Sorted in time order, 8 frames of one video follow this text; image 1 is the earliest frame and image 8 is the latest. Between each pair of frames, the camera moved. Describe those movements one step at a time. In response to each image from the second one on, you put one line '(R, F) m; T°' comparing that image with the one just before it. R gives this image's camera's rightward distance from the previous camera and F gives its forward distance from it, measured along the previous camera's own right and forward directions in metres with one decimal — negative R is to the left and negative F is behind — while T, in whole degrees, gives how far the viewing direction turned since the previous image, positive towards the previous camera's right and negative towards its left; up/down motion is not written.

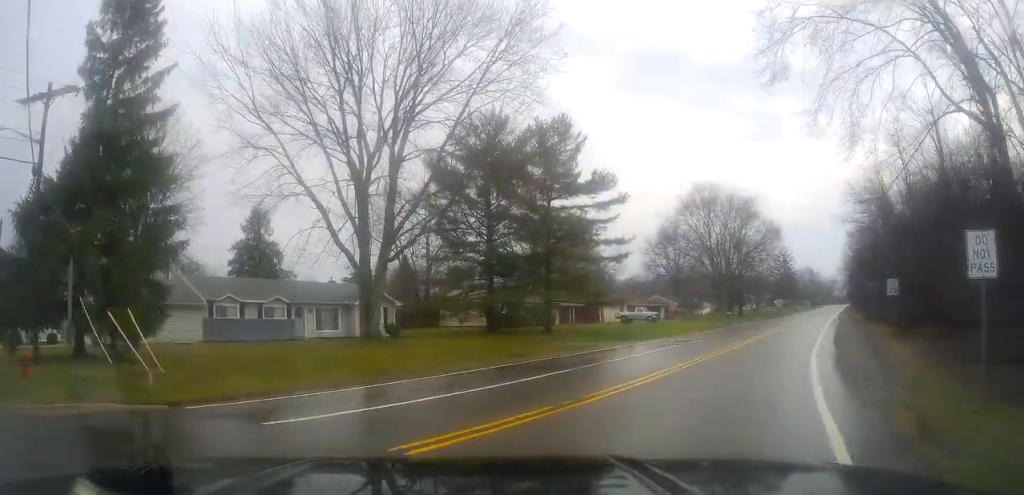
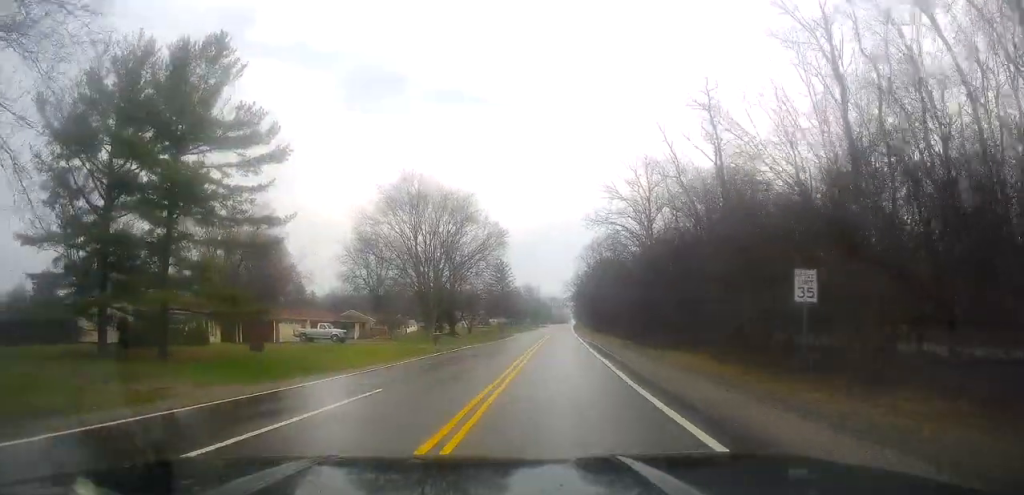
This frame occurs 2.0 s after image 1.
(+4.0, +13.4) m; +27°
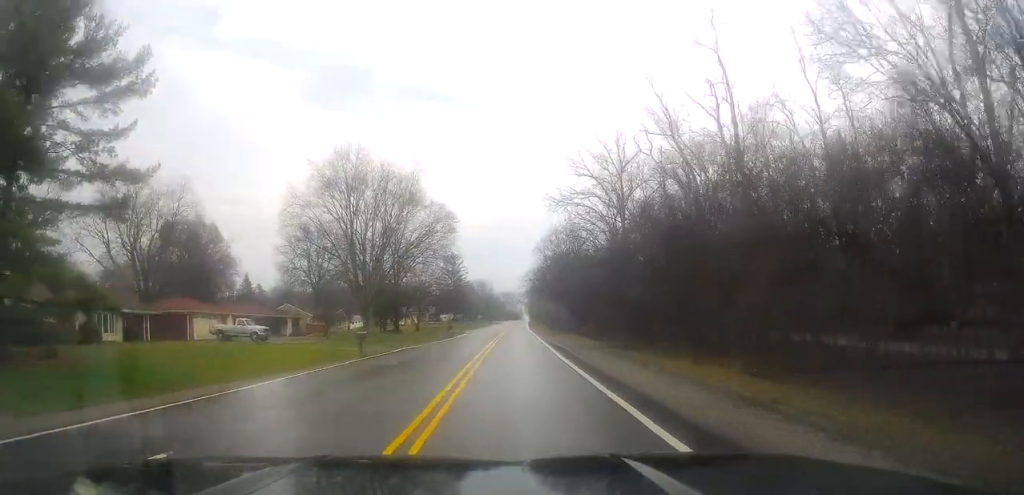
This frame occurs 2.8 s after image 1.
(+0.6, +8.1) m; +7°
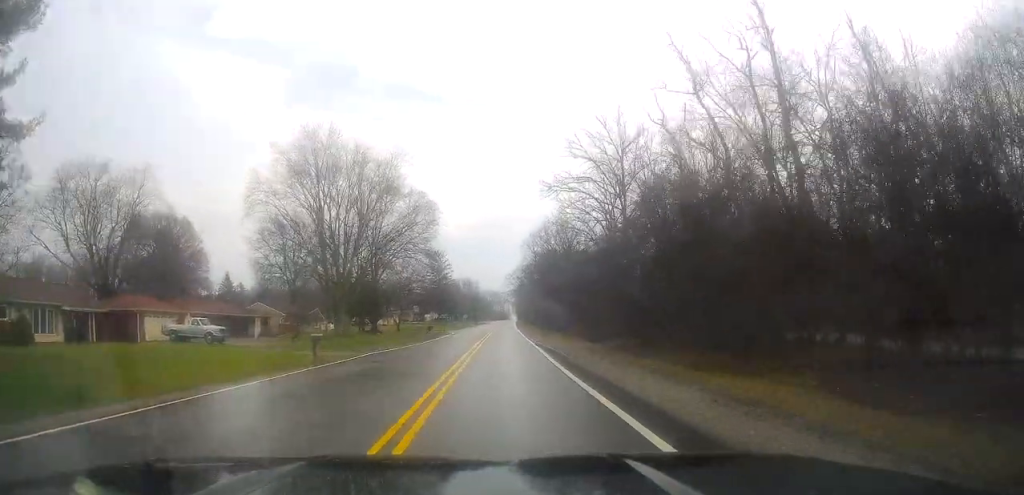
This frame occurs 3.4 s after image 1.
(+0.1, +5.5) m; +3°
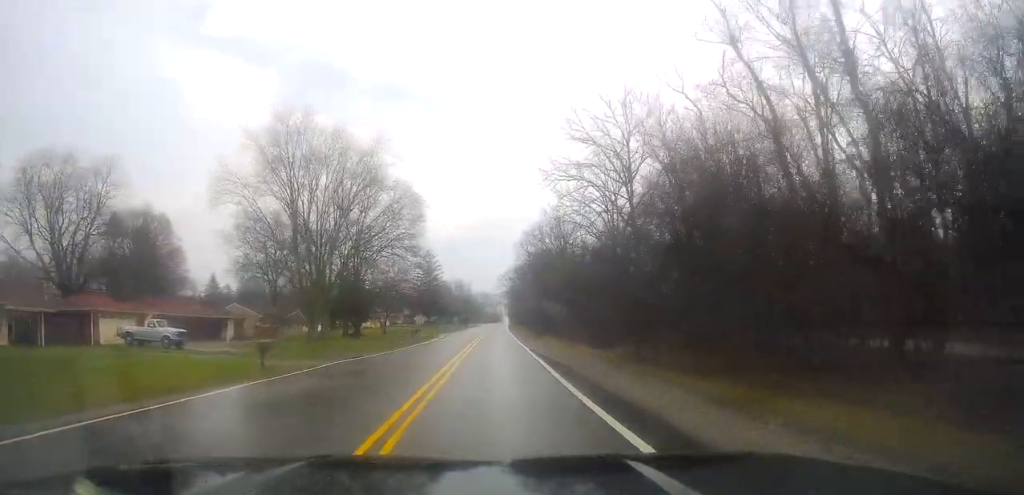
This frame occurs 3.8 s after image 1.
(+0.2, +5.2) m; +1°
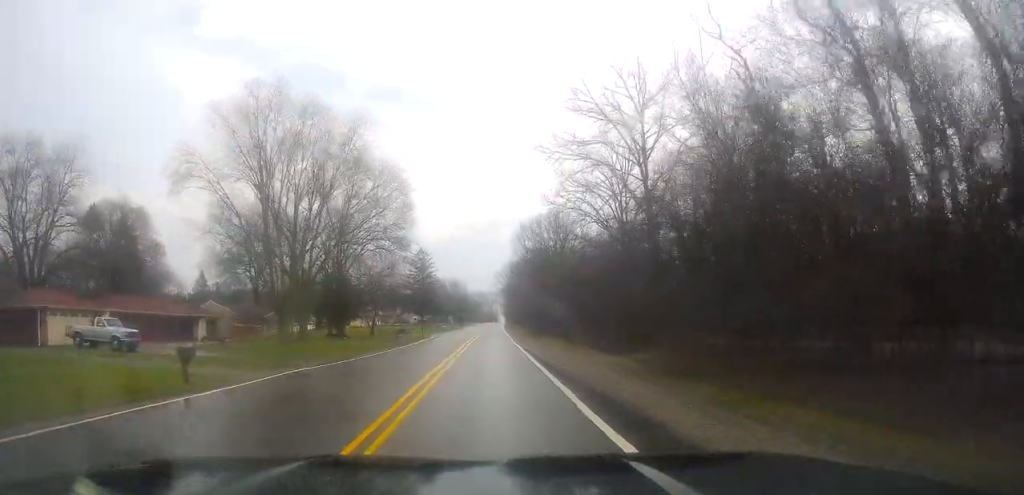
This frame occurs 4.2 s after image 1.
(+0.1, +5.2) m; +1°
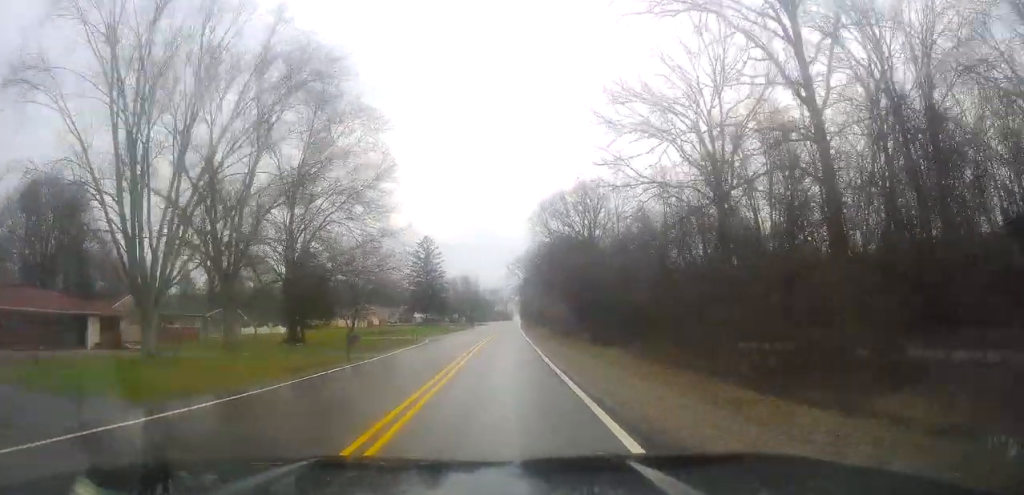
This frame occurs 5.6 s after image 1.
(+0.1, +18.3) m; 0°
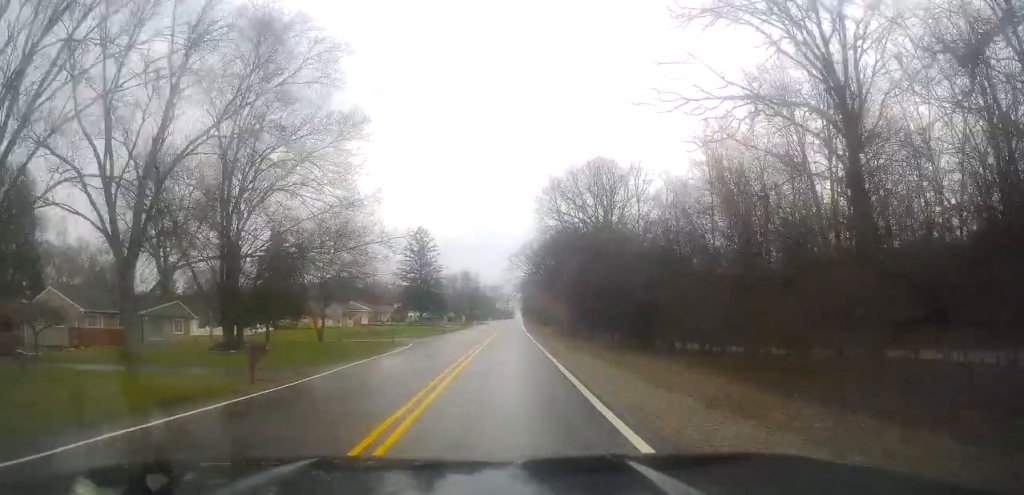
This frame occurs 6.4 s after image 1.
(0.0, +11.7) m; -2°
